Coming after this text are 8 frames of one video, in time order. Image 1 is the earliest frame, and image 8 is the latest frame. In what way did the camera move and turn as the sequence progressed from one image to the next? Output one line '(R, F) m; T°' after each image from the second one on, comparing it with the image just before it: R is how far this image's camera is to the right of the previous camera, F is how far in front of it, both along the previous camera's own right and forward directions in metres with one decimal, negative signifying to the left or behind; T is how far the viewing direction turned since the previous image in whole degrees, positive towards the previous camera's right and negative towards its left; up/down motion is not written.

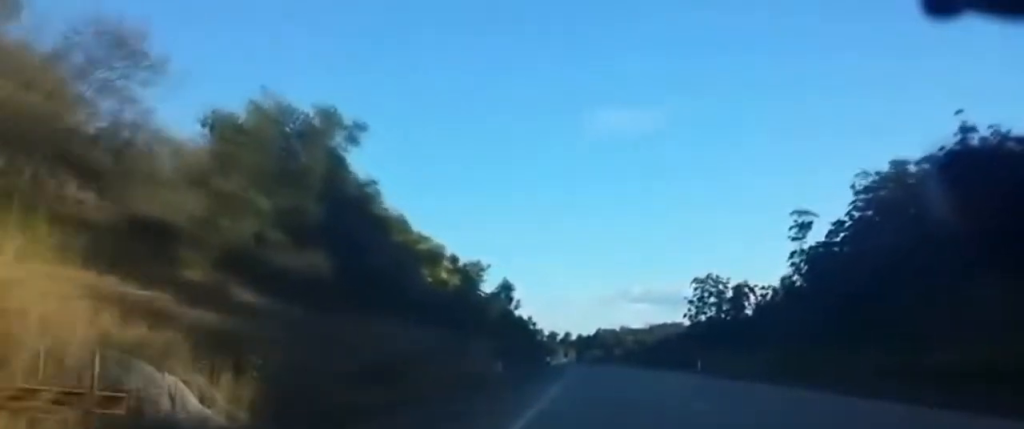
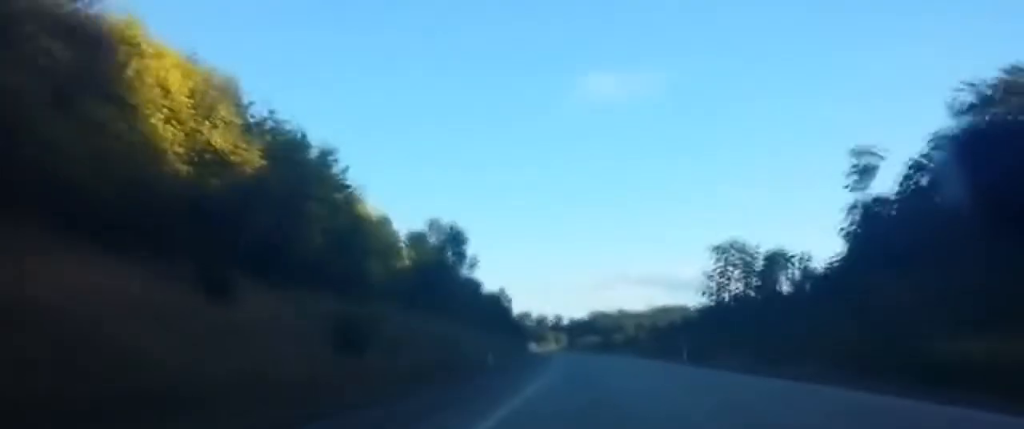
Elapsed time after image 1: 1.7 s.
(+0.1, +52.8) m; 0°
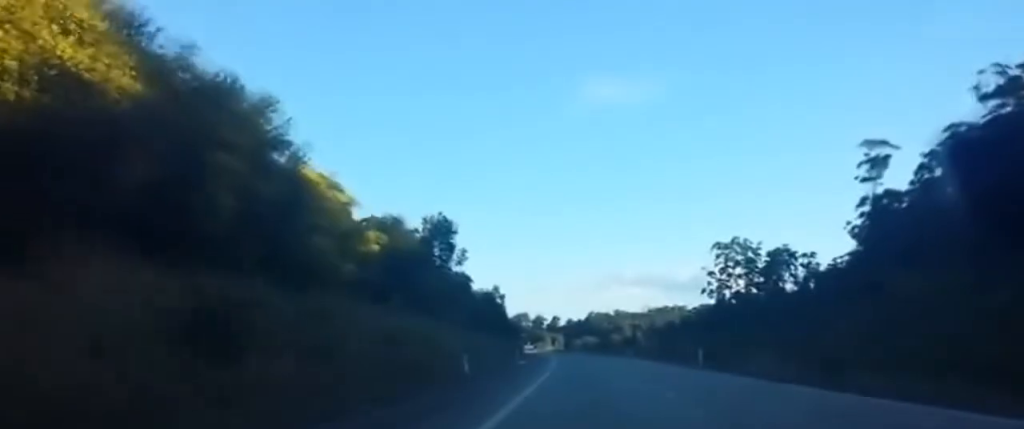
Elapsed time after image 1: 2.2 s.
(0.0, +13.1) m; 0°
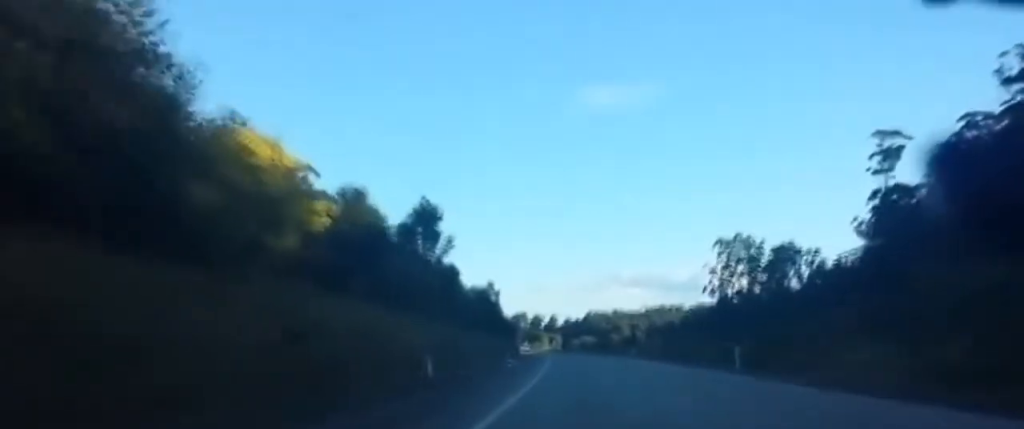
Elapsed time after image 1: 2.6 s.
(0.0, +14.1) m; 0°
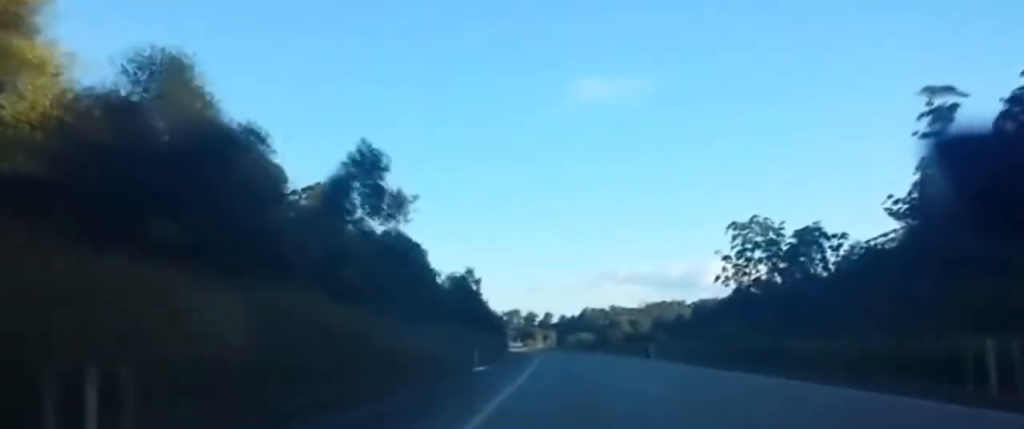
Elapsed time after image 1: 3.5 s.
(-0.1, +27.1) m; 0°
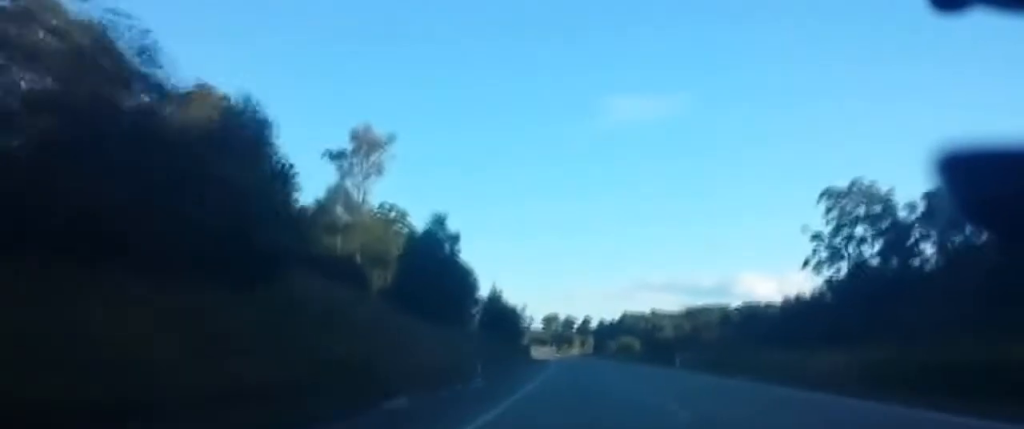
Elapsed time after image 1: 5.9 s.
(+0.2, +72.3) m; -1°
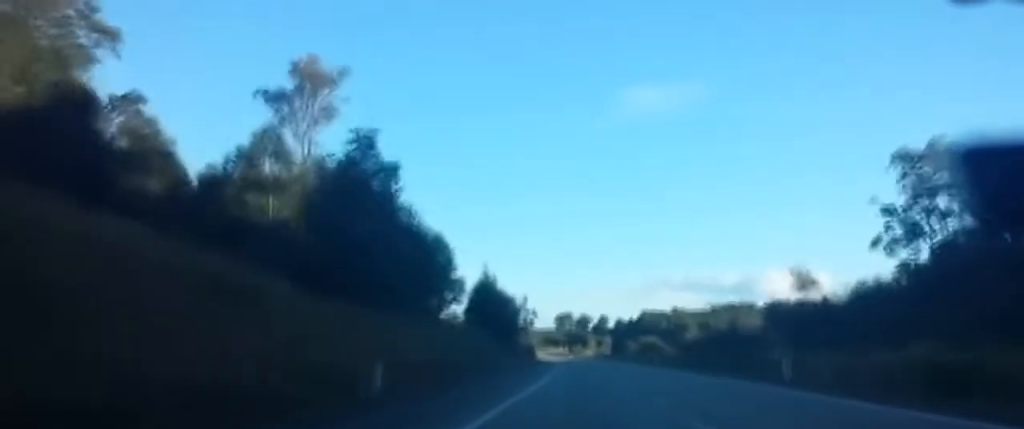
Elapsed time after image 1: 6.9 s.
(-0.2, +30.3) m; -1°
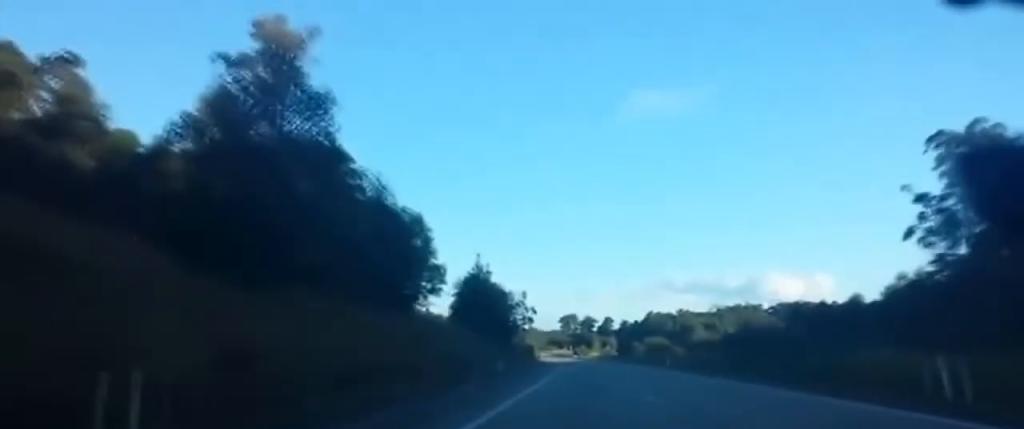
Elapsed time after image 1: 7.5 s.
(-0.2, +16.1) m; -1°
